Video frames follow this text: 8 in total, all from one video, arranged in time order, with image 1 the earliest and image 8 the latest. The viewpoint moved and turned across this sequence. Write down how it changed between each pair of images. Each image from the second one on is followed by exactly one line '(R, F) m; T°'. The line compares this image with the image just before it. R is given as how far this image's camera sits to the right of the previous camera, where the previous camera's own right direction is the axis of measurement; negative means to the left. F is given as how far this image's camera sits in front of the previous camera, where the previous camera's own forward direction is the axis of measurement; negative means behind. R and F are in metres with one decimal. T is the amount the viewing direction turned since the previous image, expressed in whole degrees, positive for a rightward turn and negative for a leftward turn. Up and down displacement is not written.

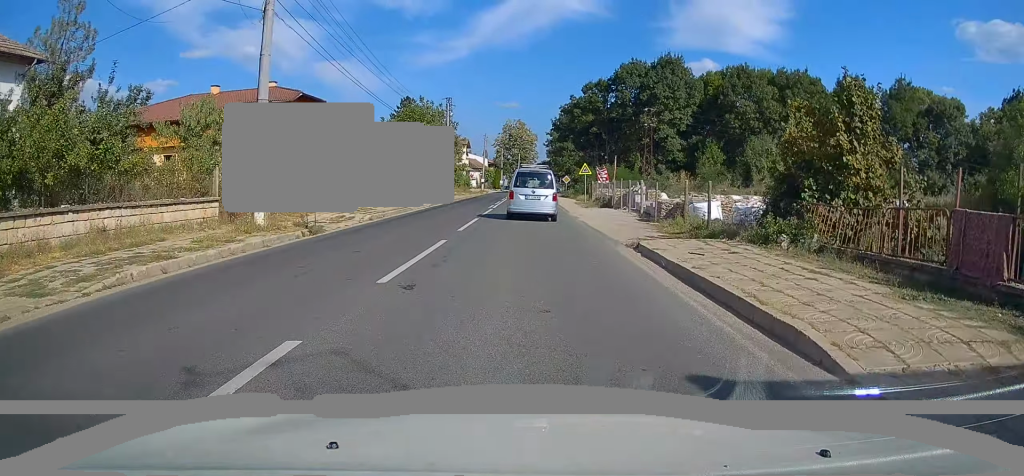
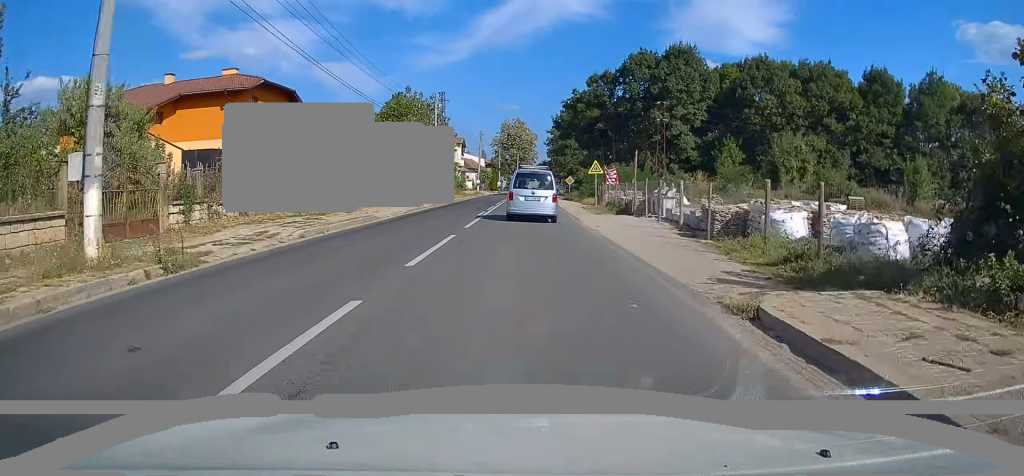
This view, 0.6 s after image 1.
(0.0, +7.3) m; 0°
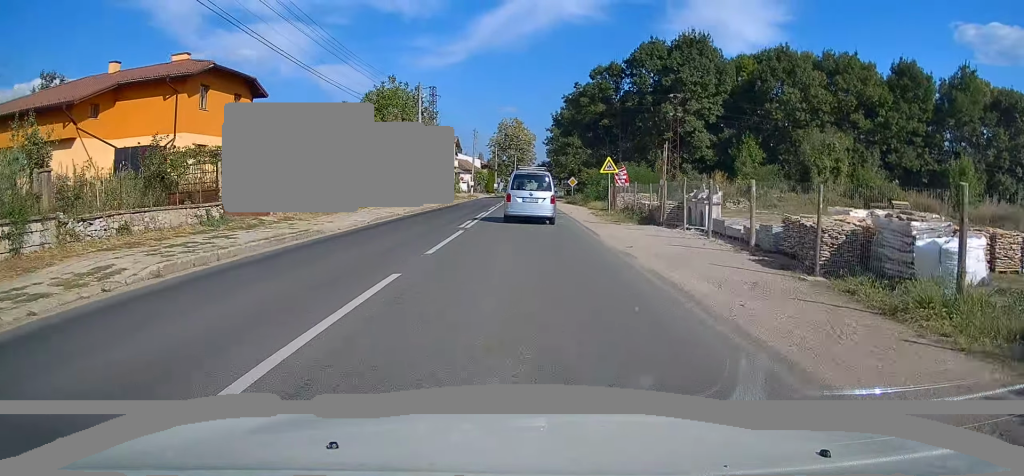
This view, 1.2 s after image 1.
(0.0, +6.7) m; 0°
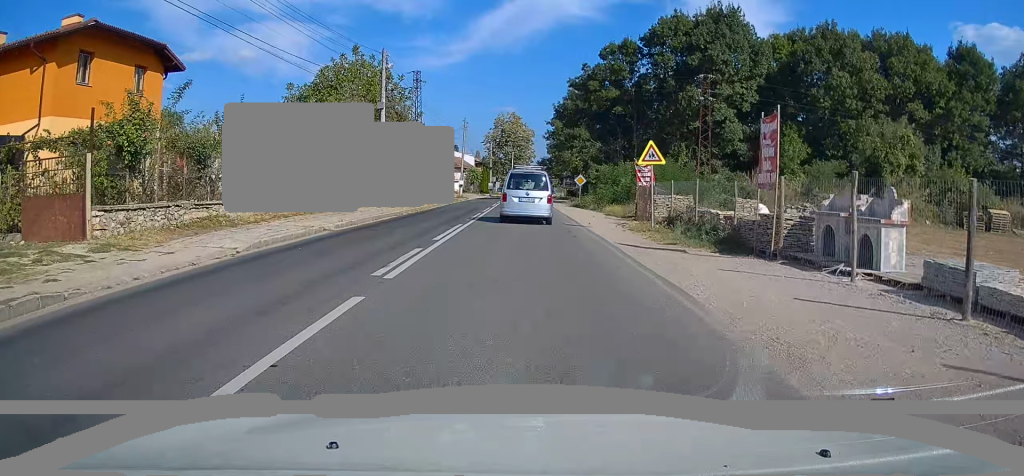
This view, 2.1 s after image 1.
(0.0, +10.6) m; 0°
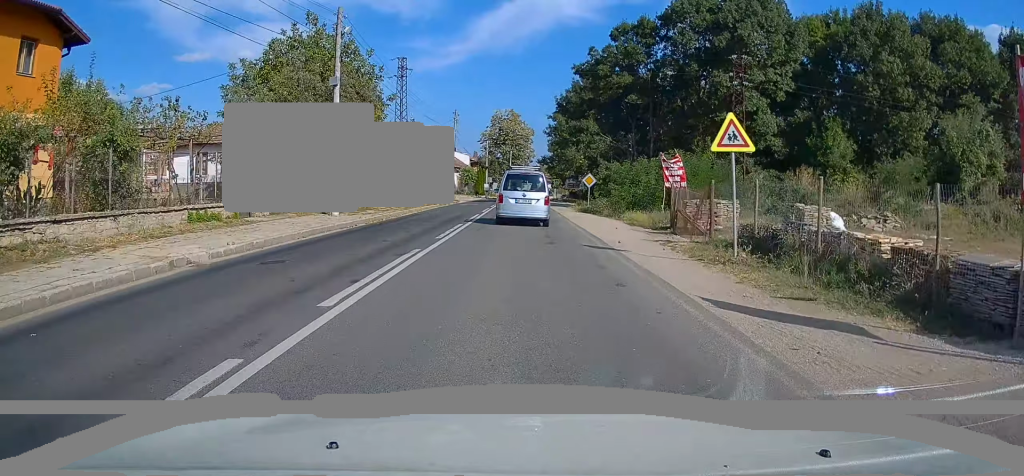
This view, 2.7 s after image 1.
(0.0, +7.9) m; 0°
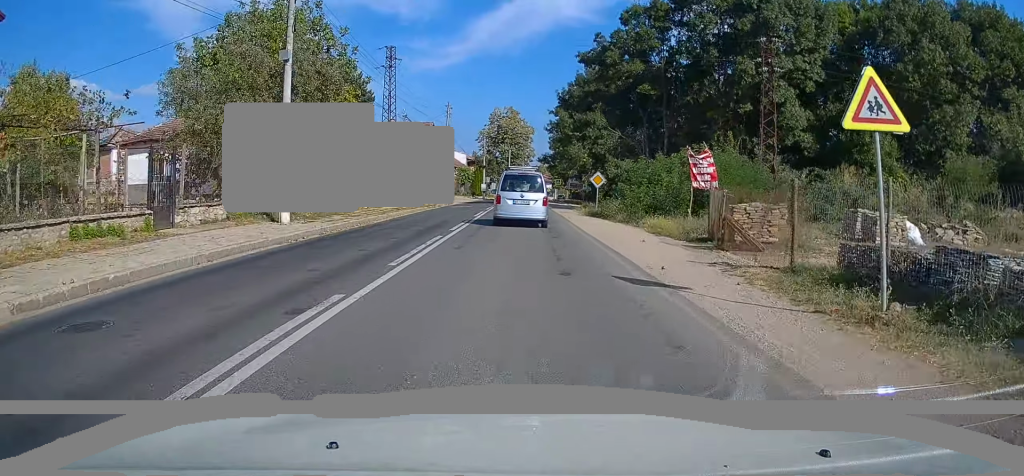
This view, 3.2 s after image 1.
(0.0, +5.2) m; +1°
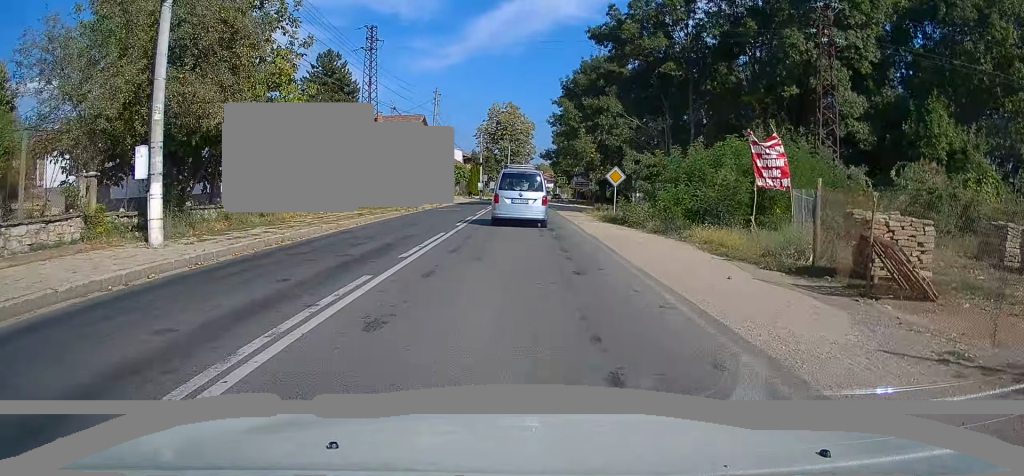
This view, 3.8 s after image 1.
(0.0, +7.2) m; +1°
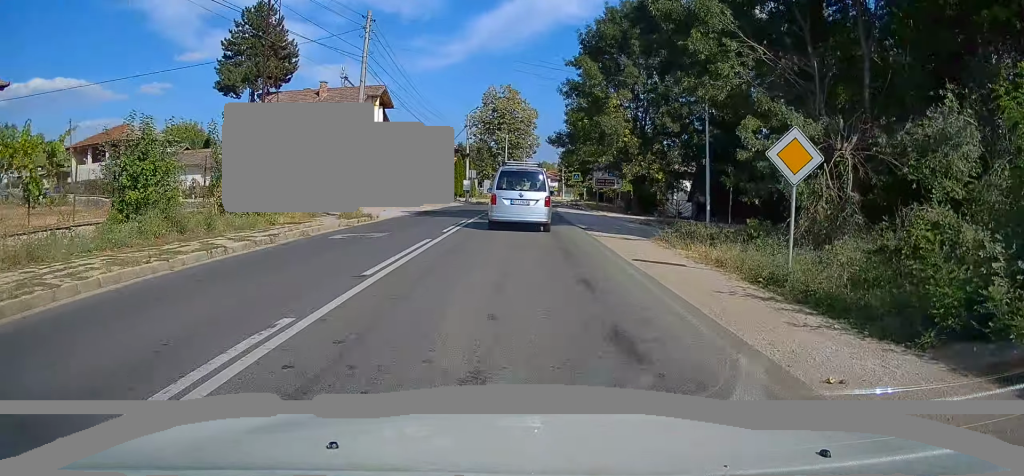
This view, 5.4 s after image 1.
(-0.1, +20.4) m; -2°
